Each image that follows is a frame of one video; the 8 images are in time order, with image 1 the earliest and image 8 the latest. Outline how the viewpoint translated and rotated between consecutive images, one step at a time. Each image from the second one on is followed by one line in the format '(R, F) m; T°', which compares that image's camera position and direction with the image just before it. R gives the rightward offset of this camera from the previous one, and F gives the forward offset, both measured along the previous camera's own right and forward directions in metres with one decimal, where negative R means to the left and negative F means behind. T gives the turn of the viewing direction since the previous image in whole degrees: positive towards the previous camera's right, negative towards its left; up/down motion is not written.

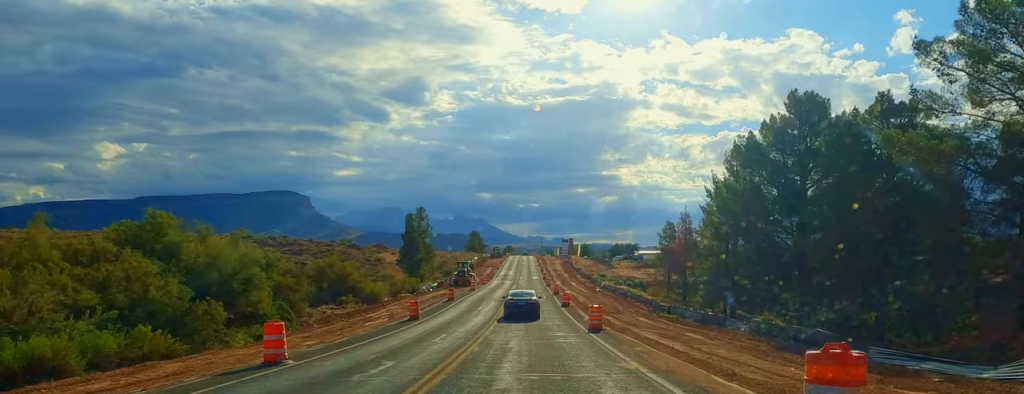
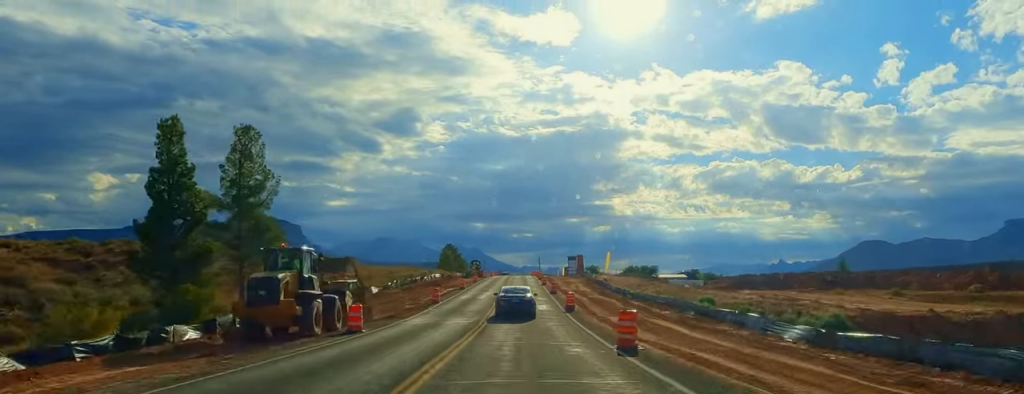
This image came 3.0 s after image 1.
(0.0, +70.3) m; 0°
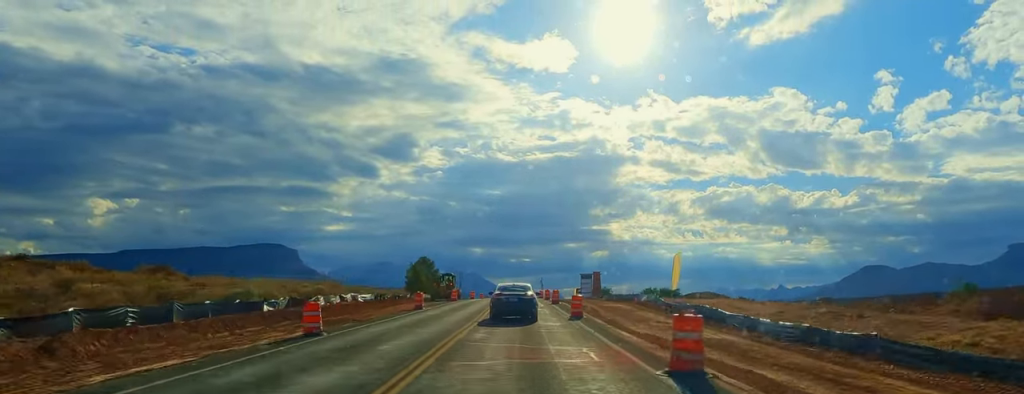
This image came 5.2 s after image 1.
(+0.3, +47.7) m; +1°
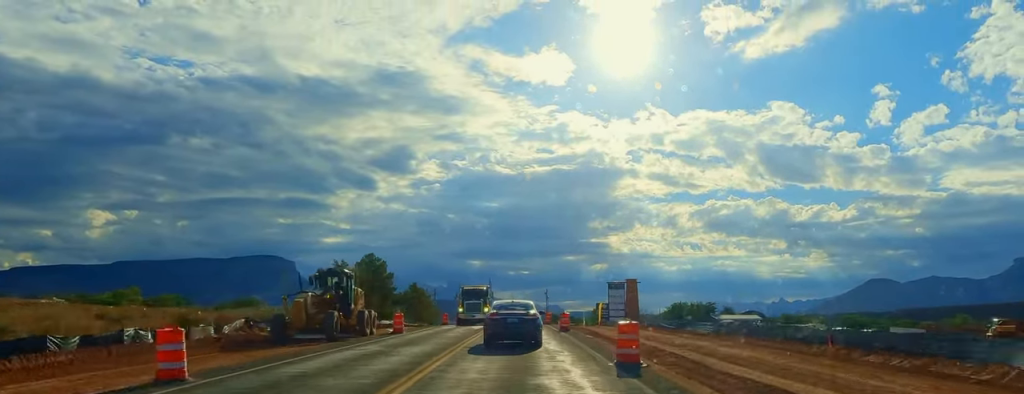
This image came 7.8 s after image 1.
(0.0, +50.7) m; -1°
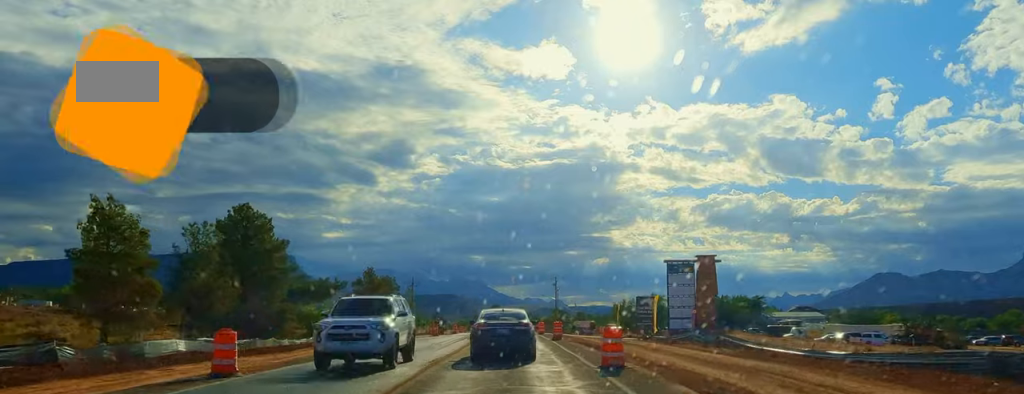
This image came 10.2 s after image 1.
(-1.2, +42.8) m; -1°
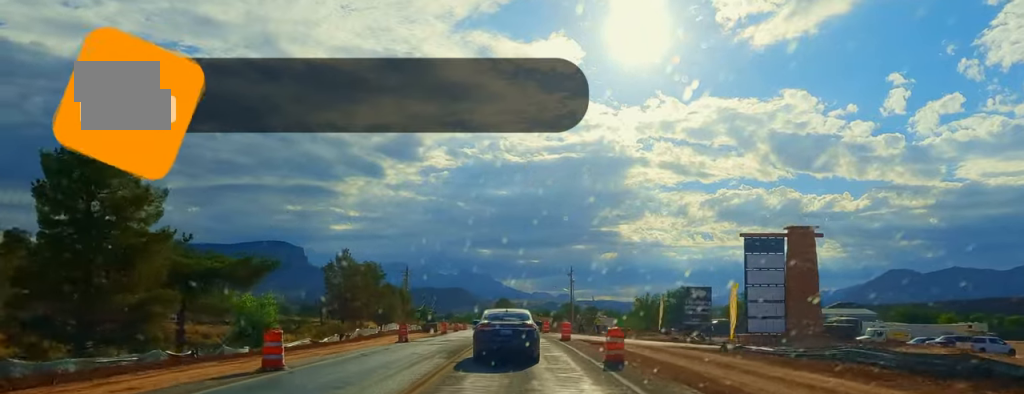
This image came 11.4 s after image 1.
(-0.2, +19.9) m; +2°
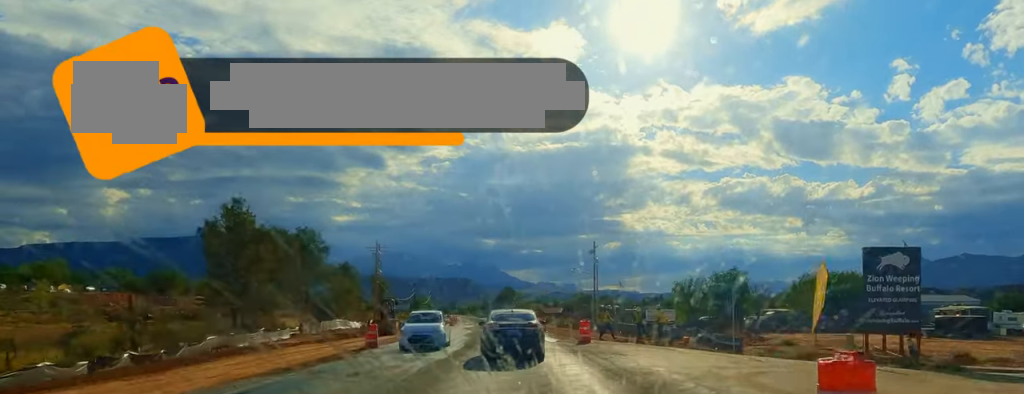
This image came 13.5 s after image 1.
(+1.4, +32.6) m; -2°
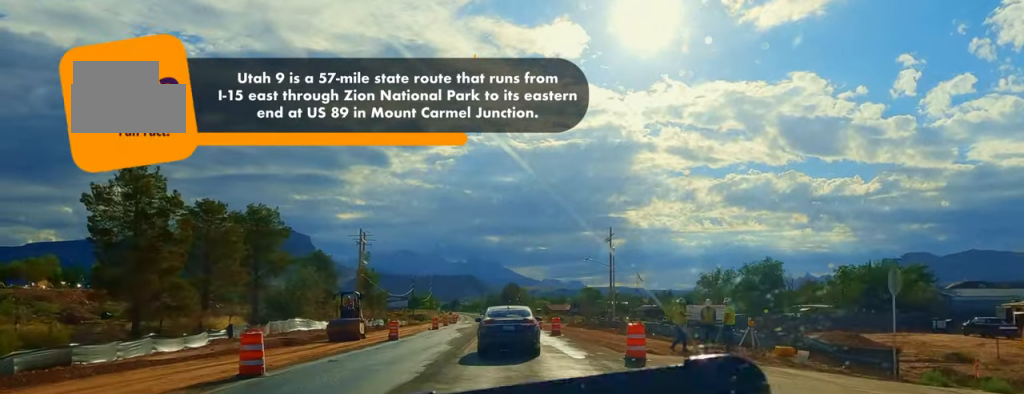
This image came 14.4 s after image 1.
(-1.1, +13.1) m; -1°
